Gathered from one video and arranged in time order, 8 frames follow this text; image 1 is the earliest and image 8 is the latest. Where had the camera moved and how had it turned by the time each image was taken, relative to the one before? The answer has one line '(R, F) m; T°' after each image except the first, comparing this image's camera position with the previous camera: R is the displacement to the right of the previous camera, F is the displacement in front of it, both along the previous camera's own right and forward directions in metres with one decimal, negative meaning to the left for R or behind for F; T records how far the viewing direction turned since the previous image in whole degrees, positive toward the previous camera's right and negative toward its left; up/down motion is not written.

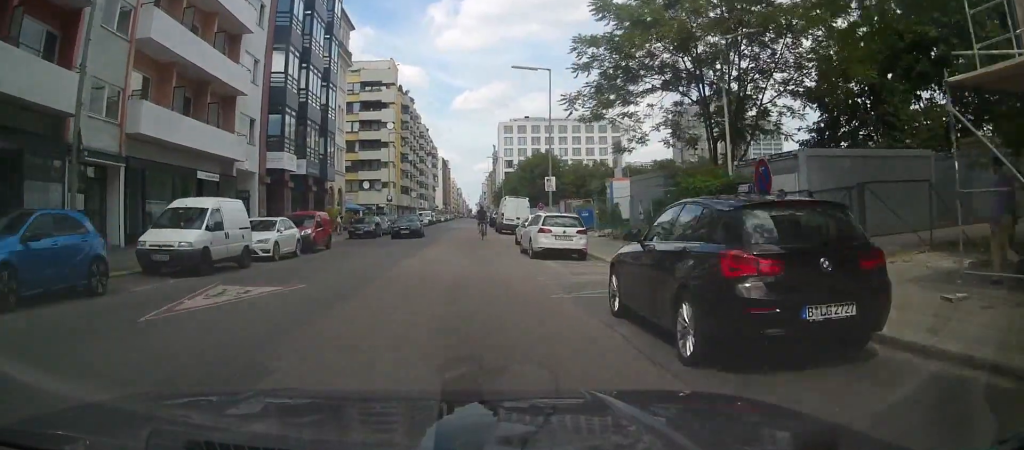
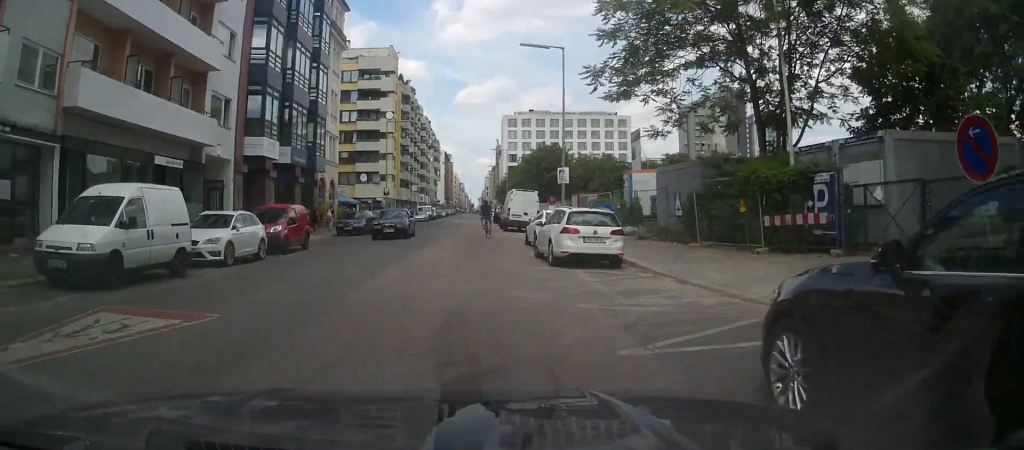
(0.0, +4.4) m; 0°
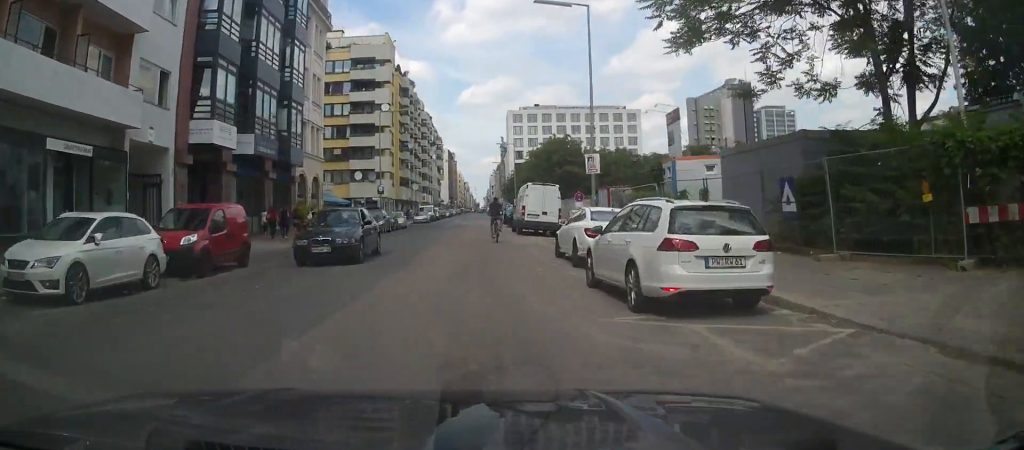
(0.0, +7.4) m; 0°
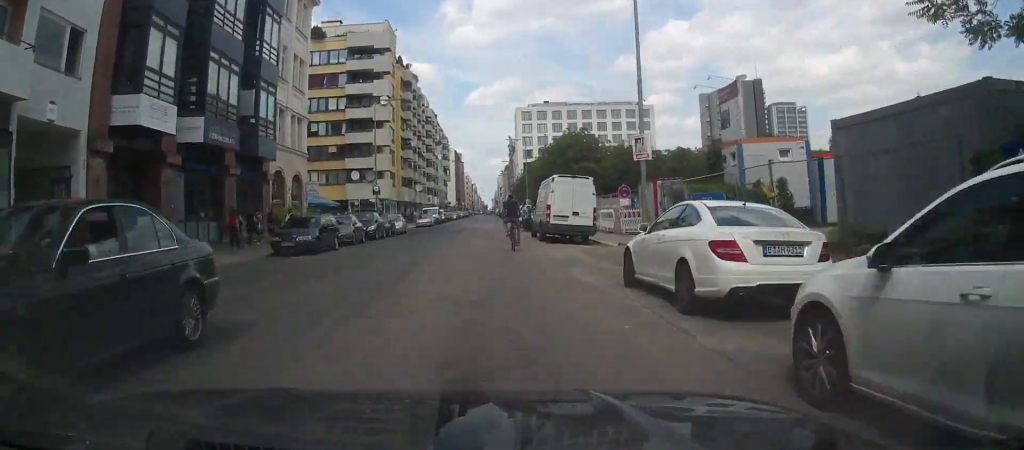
(0.0, +7.1) m; +1°
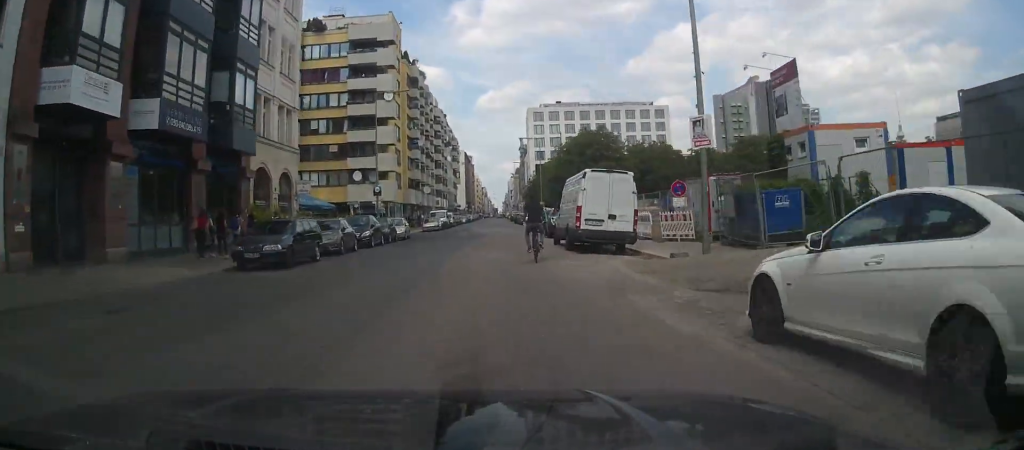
(0.0, +4.7) m; 0°
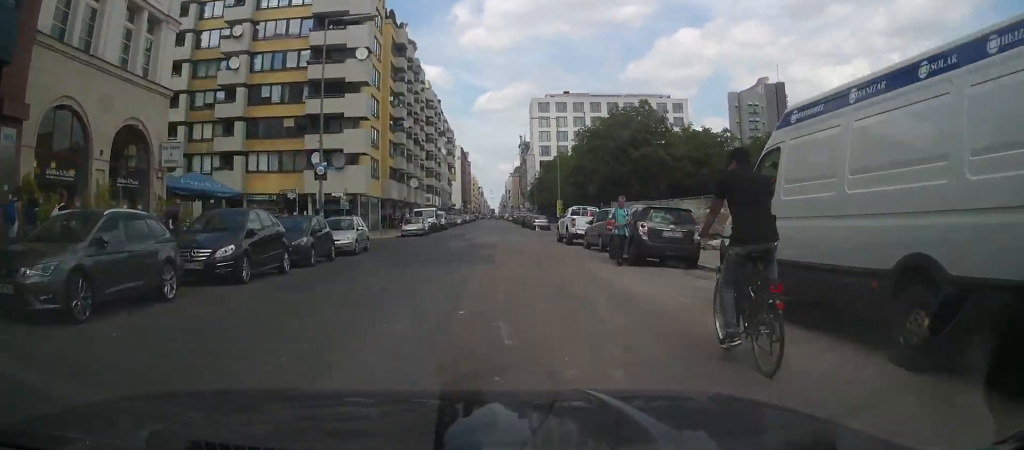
(+0.2, +17.6) m; +1°
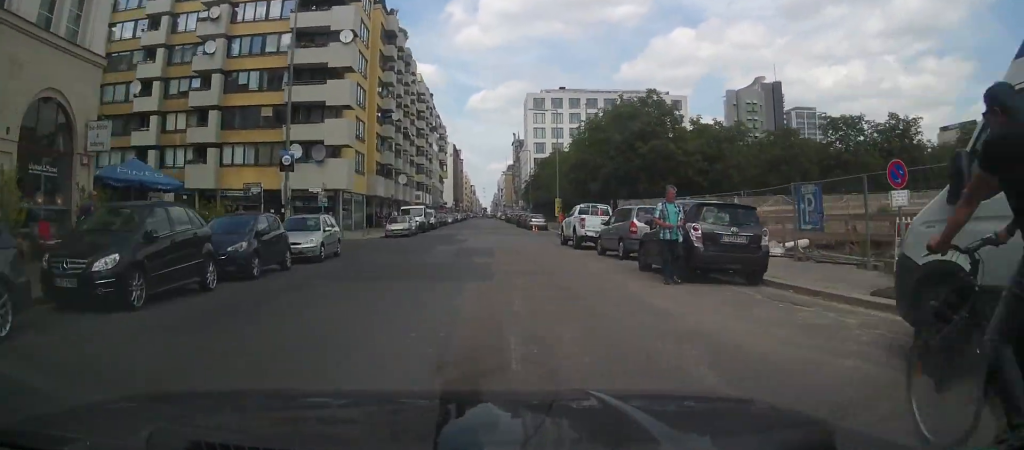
(0.0, +4.4) m; 0°
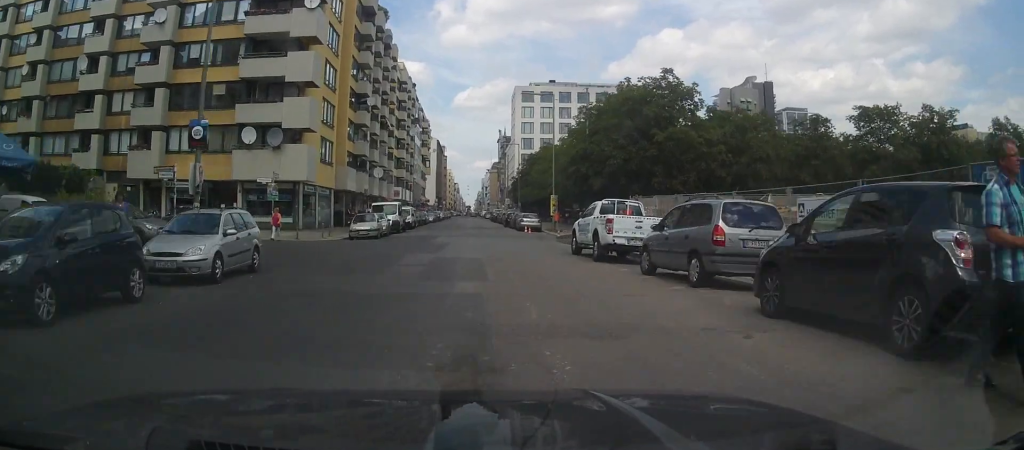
(0.0, +7.4) m; 0°
